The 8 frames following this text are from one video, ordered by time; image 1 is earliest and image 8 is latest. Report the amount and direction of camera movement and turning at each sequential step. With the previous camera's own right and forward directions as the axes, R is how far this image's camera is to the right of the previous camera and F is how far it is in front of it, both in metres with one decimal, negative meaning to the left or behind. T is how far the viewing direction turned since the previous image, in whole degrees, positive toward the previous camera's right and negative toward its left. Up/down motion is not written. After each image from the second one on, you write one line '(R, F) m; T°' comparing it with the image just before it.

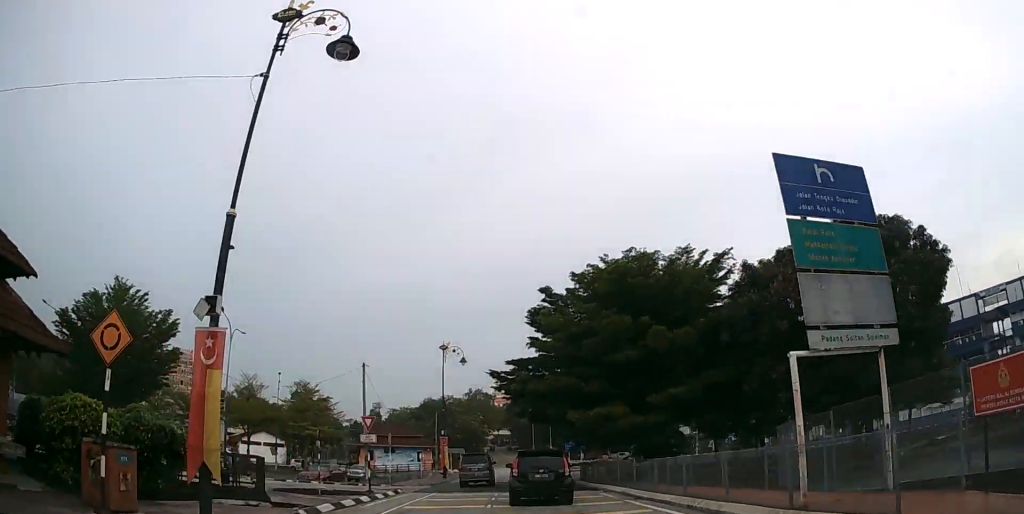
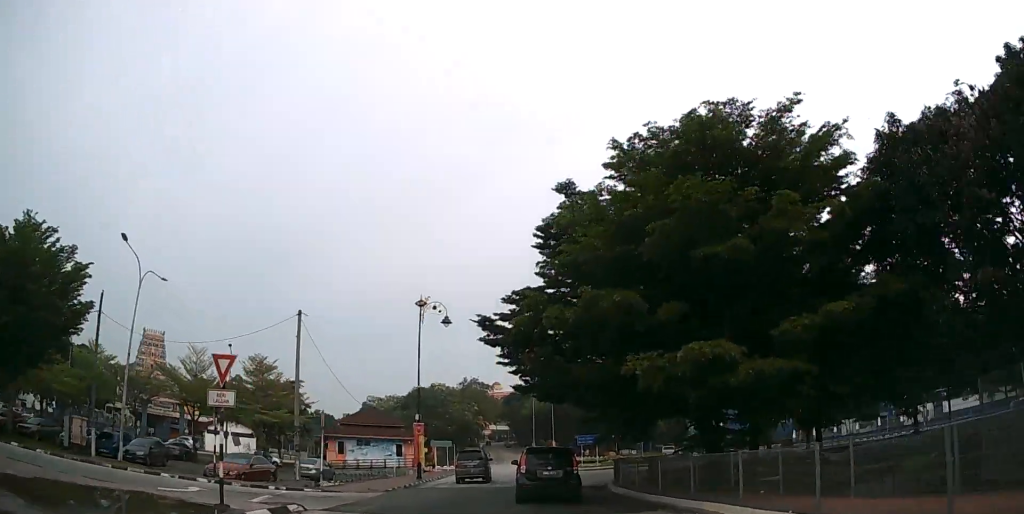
(-0.1, +11.8) m; 0°
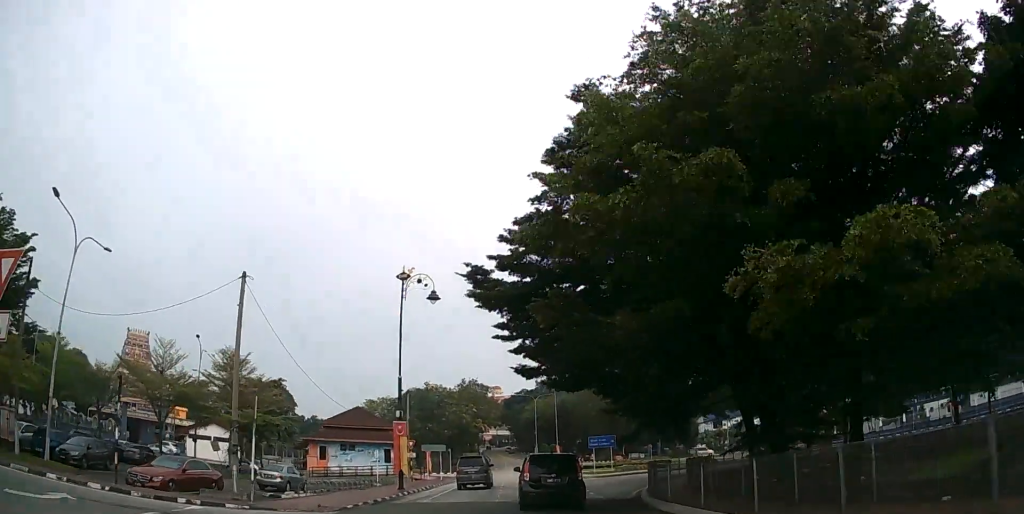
(0.0, +6.0) m; 0°
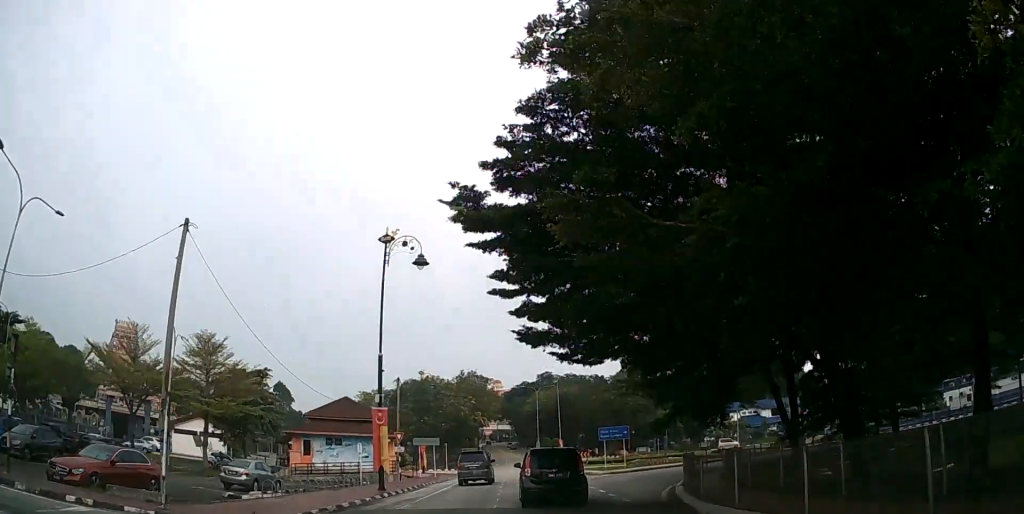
(0.0, +4.2) m; 0°
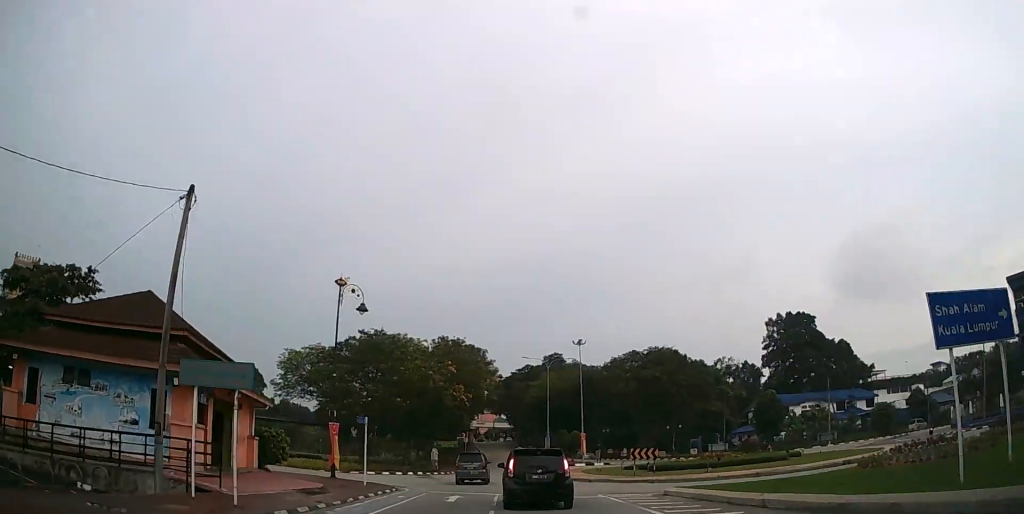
(0.0, +28.5) m; 0°
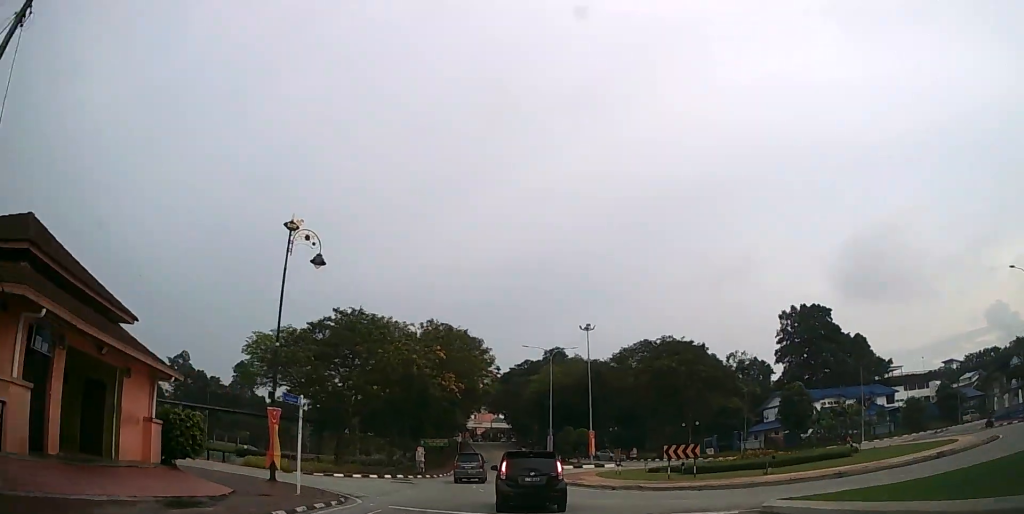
(0.0, +7.0) m; 0°
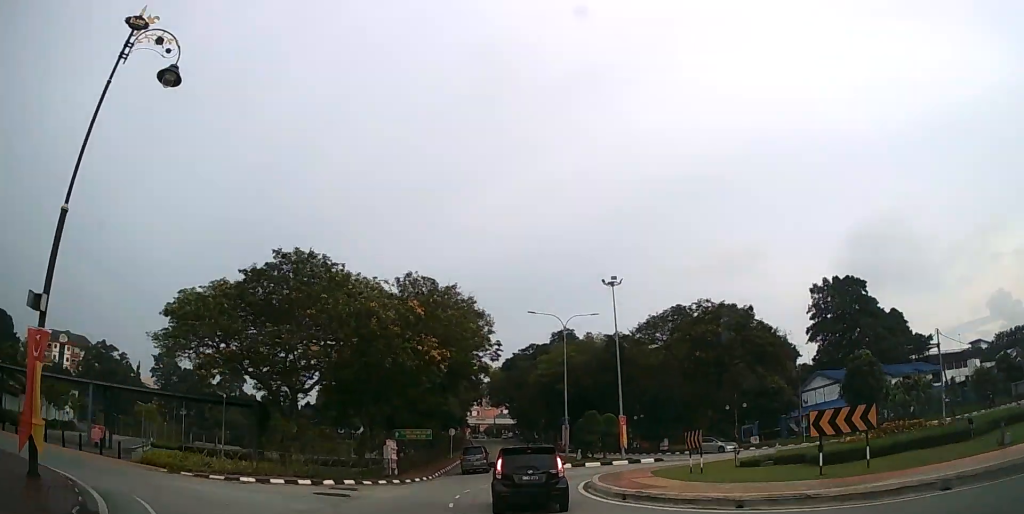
(-0.1, +12.1) m; -1°
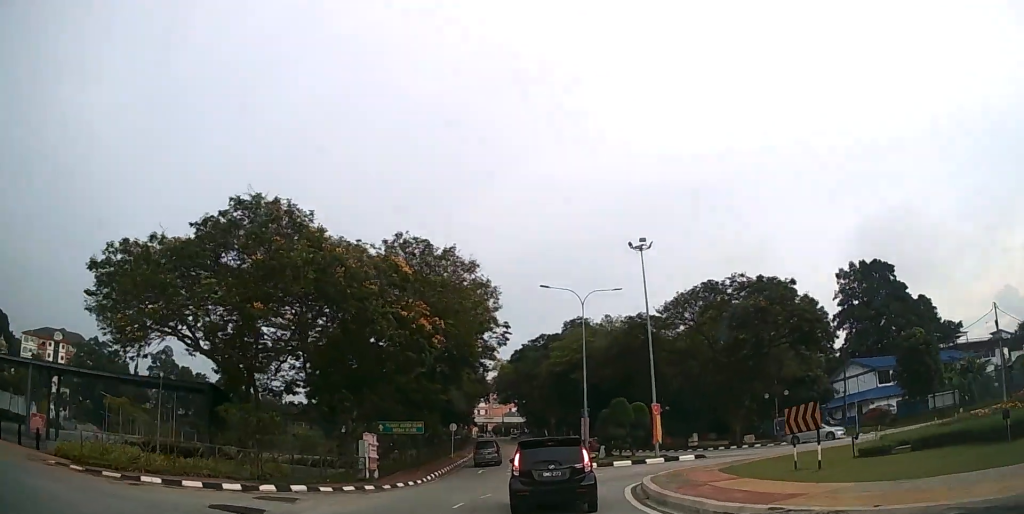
(-0.1, +6.5) m; -1°
